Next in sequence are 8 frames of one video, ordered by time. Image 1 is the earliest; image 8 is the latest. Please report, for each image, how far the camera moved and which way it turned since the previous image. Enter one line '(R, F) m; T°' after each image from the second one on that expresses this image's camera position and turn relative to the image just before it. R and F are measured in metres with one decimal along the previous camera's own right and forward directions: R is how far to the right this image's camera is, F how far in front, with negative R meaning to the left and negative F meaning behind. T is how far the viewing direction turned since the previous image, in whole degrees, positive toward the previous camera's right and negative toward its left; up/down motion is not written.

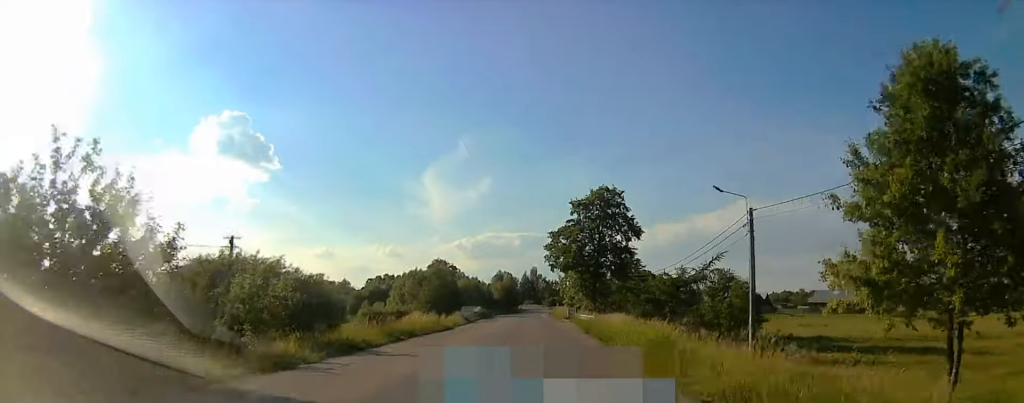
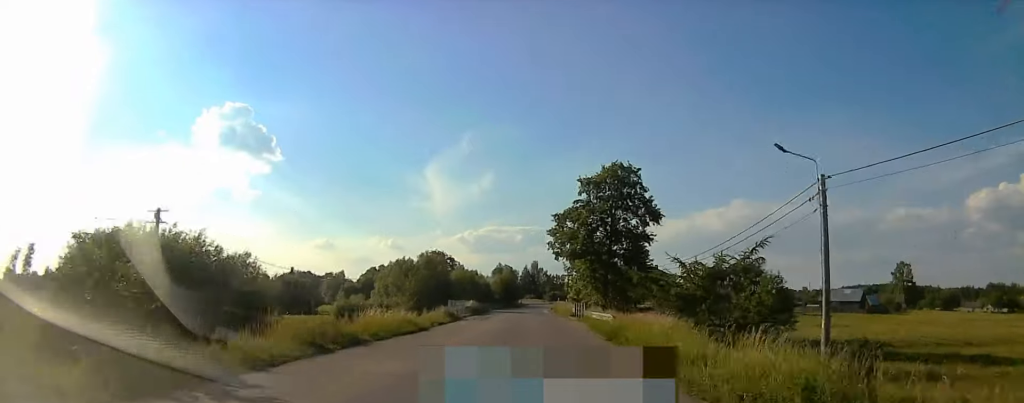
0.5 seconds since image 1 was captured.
(0.0, +7.4) m; 0°
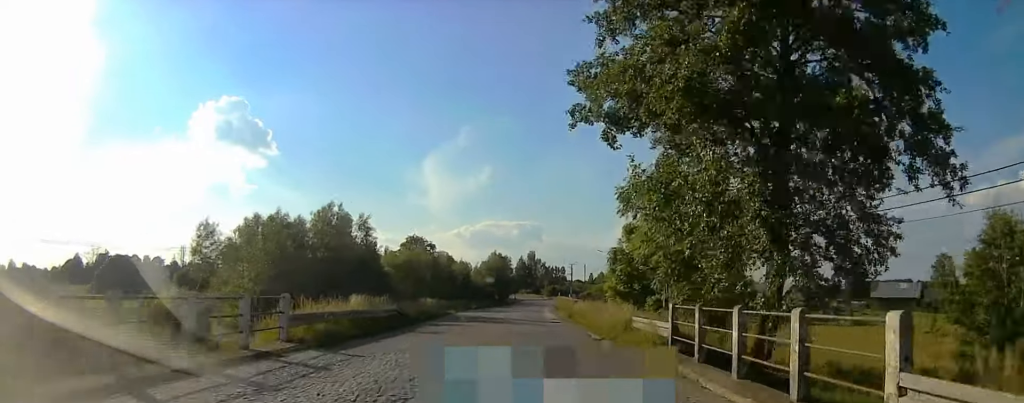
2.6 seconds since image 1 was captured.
(0.0, +34.0) m; 0°
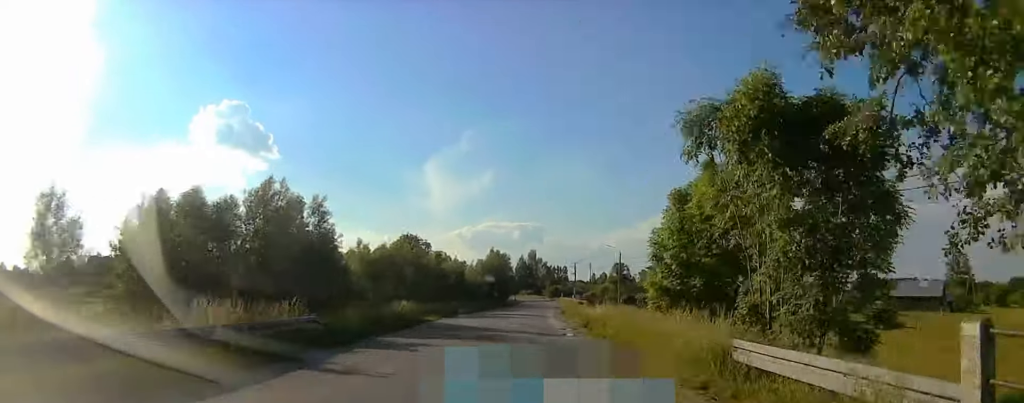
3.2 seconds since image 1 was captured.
(0.0, +10.1) m; 0°
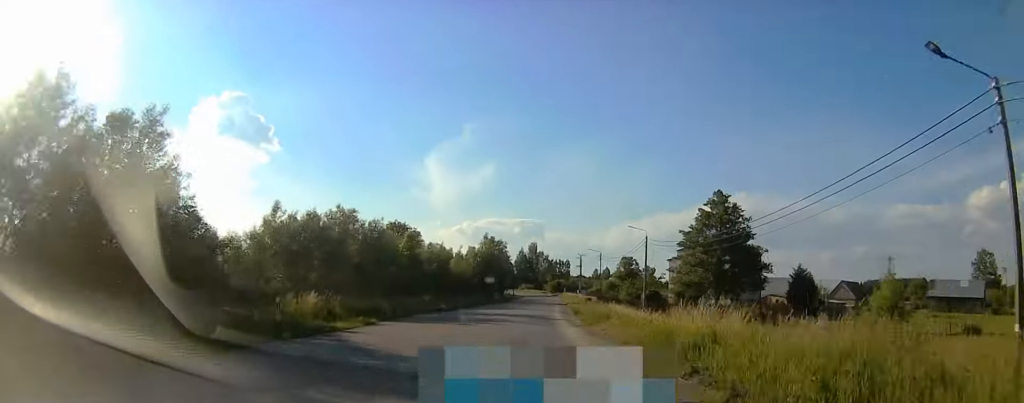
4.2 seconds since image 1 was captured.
(+0.1, +18.0) m; 0°
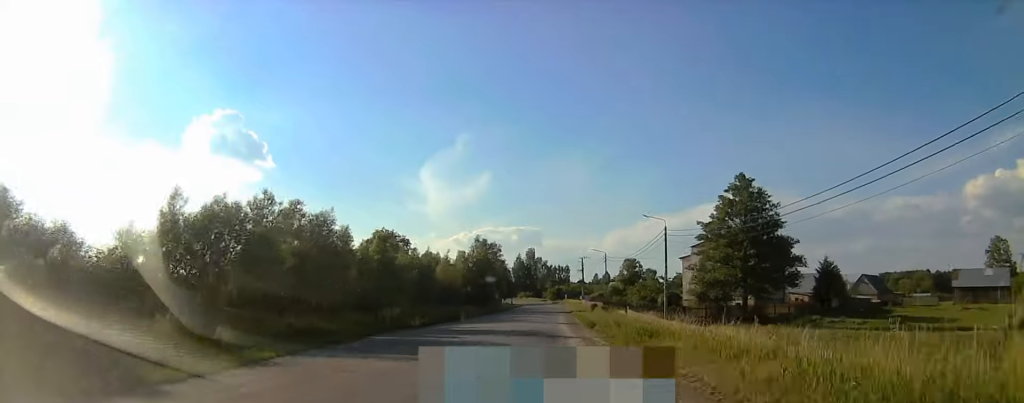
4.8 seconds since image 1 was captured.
(0.0, +9.8) m; 0°
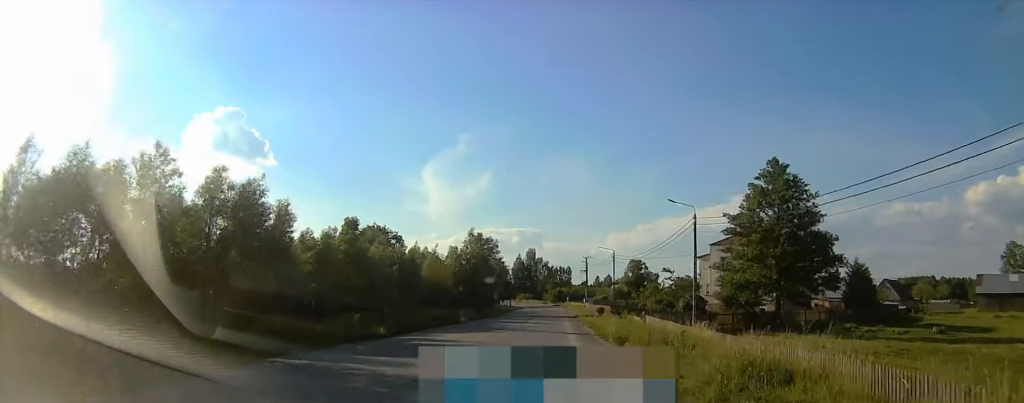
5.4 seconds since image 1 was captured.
(0.0, +8.7) m; 0°
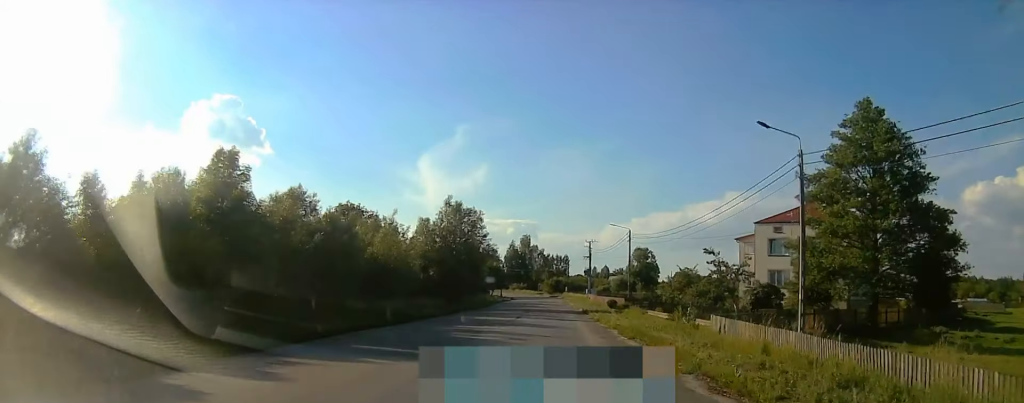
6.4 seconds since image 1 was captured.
(0.0, +17.3) m; -1°
